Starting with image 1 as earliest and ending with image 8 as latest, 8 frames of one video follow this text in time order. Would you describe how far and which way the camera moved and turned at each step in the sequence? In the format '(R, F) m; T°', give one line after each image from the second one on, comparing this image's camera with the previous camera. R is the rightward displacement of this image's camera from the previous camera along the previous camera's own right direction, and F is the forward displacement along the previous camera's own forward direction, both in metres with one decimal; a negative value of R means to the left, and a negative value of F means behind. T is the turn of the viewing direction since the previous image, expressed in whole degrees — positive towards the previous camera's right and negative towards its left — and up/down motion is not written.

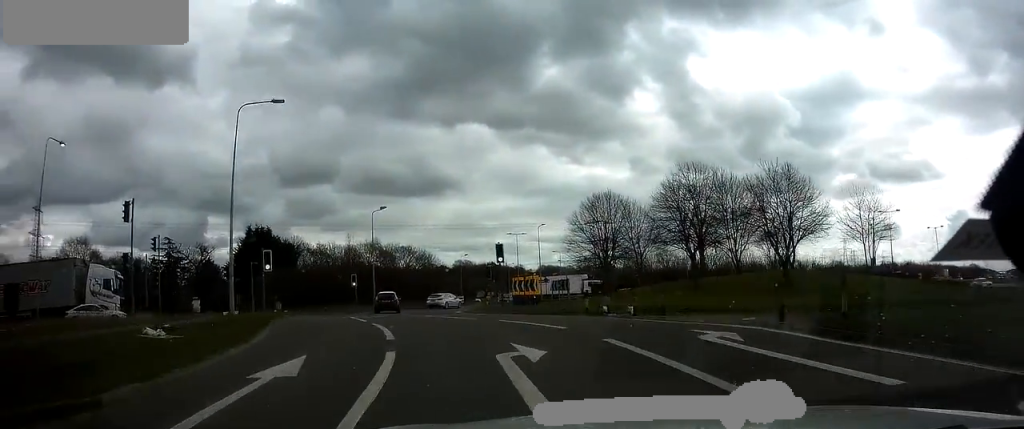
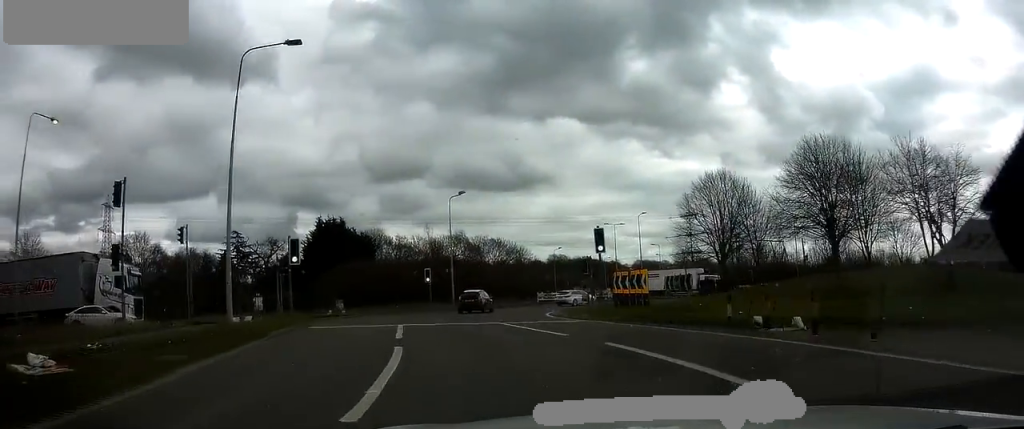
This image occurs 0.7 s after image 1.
(-1.0, +7.7) m; -7°
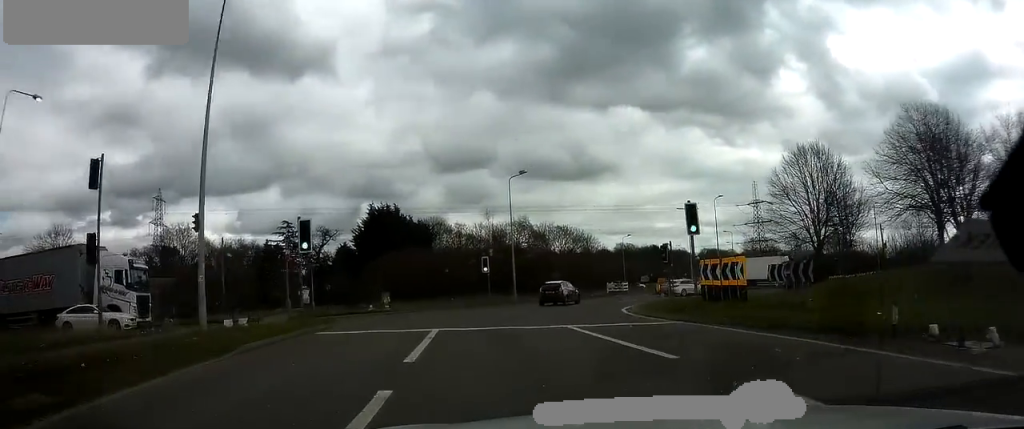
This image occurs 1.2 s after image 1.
(-0.2, +5.5) m; -4°
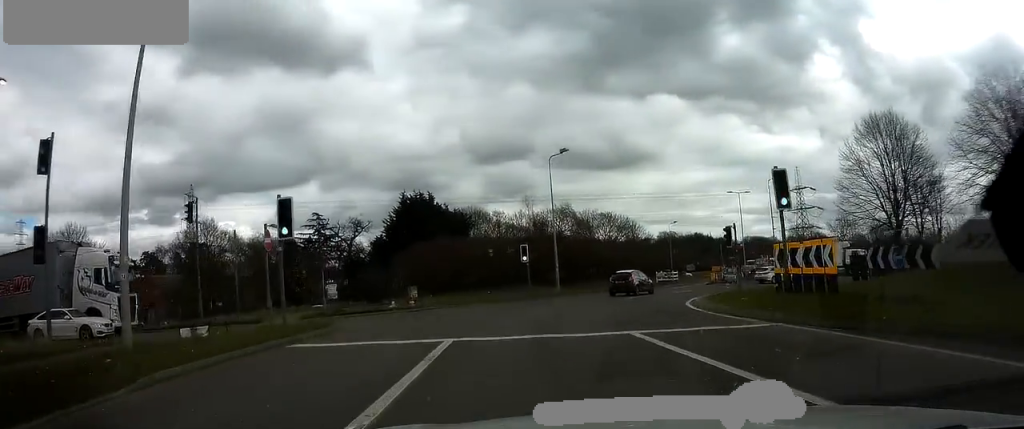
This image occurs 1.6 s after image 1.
(-0.1, +4.8) m; -2°
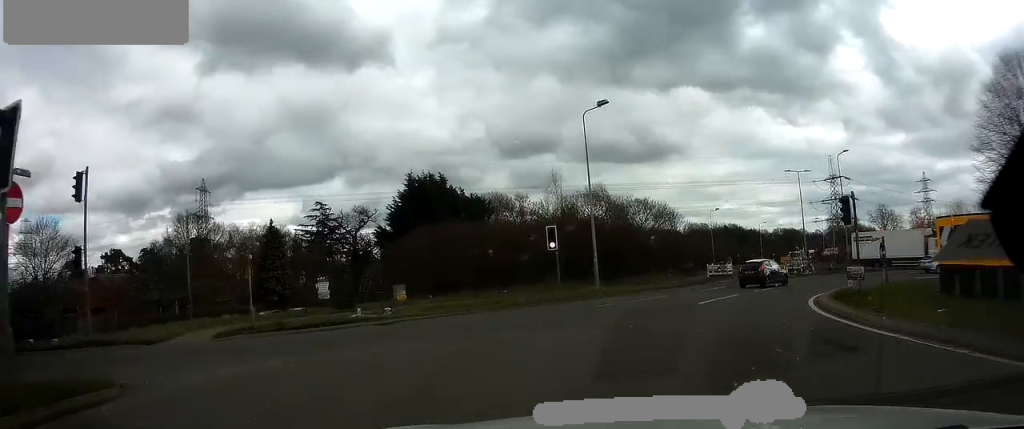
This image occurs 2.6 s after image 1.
(-0.4, +10.5) m; -2°
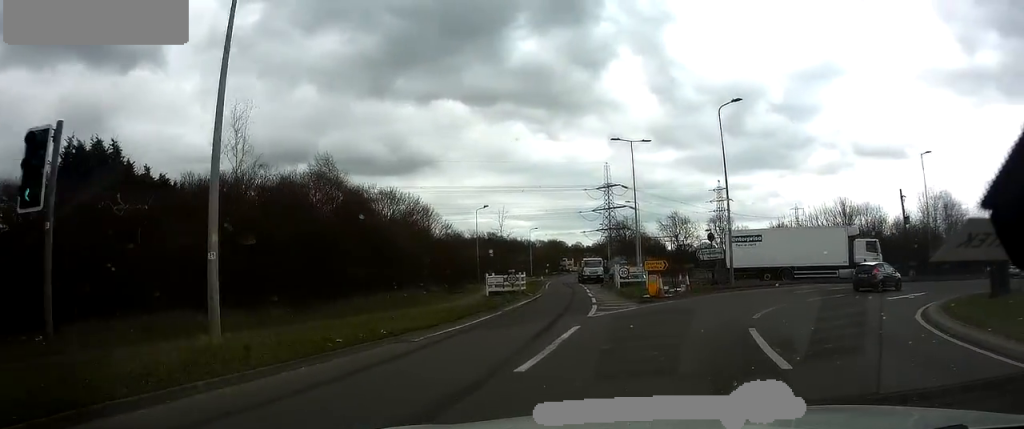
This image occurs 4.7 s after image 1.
(+1.8, +21.0) m; +21°
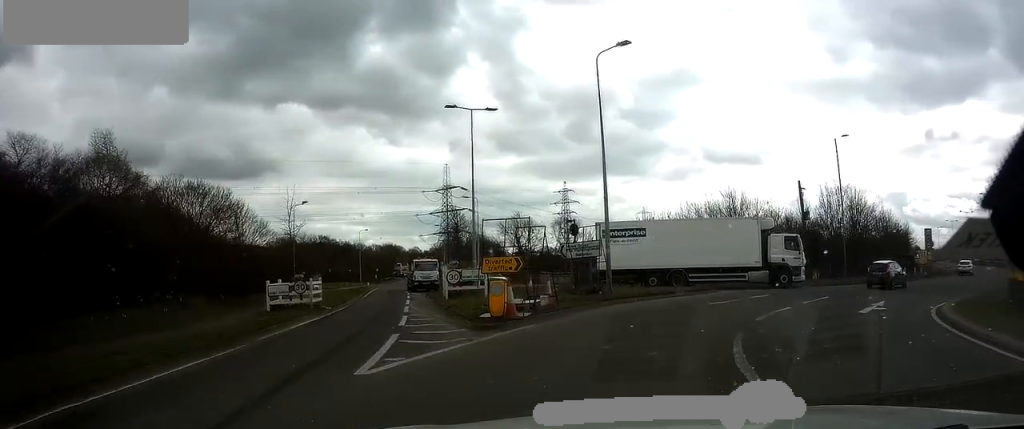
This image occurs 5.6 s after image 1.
(+1.5, +8.6) m; +21°
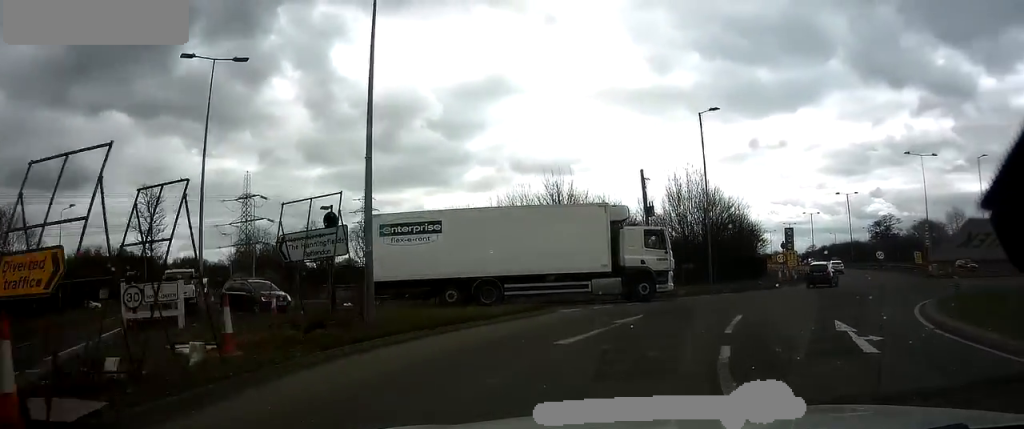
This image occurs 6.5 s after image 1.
(+1.8, +9.1) m; +21°
